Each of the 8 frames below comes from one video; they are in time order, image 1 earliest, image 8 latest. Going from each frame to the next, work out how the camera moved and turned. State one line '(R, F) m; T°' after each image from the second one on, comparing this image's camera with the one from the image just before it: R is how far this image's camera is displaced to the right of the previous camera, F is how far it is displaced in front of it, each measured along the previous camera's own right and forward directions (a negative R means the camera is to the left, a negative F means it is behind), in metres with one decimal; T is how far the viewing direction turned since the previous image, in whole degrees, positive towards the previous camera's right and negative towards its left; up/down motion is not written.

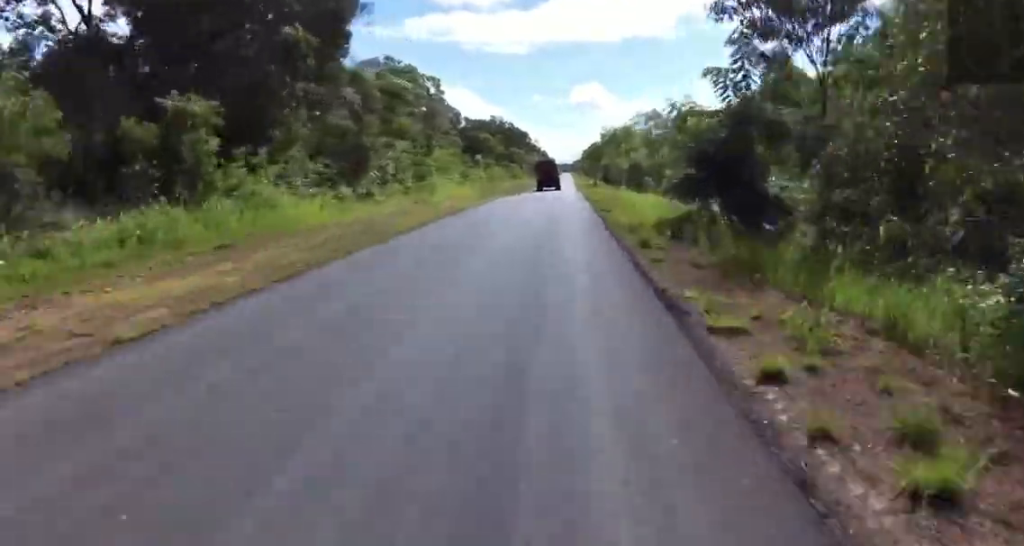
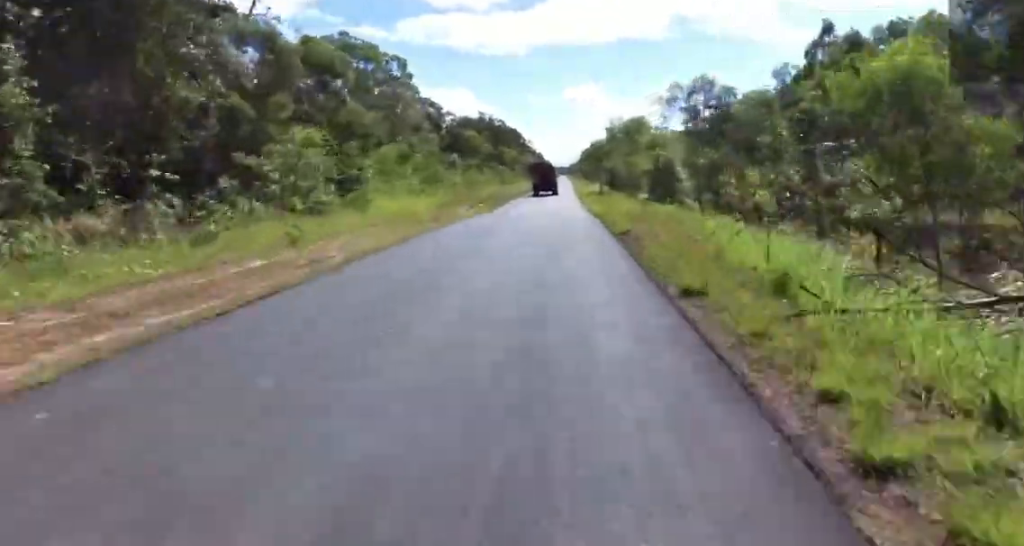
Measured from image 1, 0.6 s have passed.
(-0.4, +15.5) m; +2°
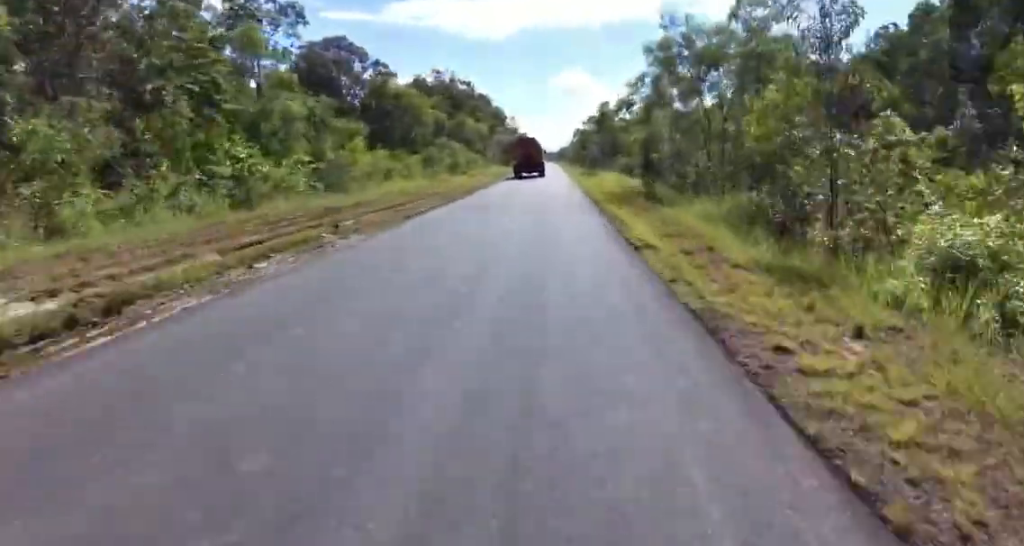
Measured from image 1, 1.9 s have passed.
(+1.6, +35.5) m; +1°
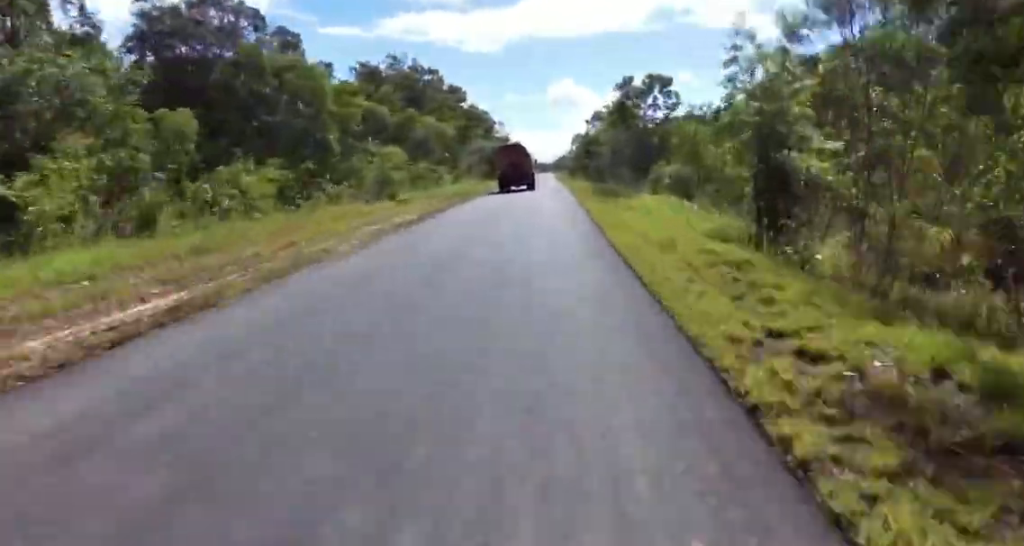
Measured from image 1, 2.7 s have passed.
(-0.6, +22.7) m; -2°
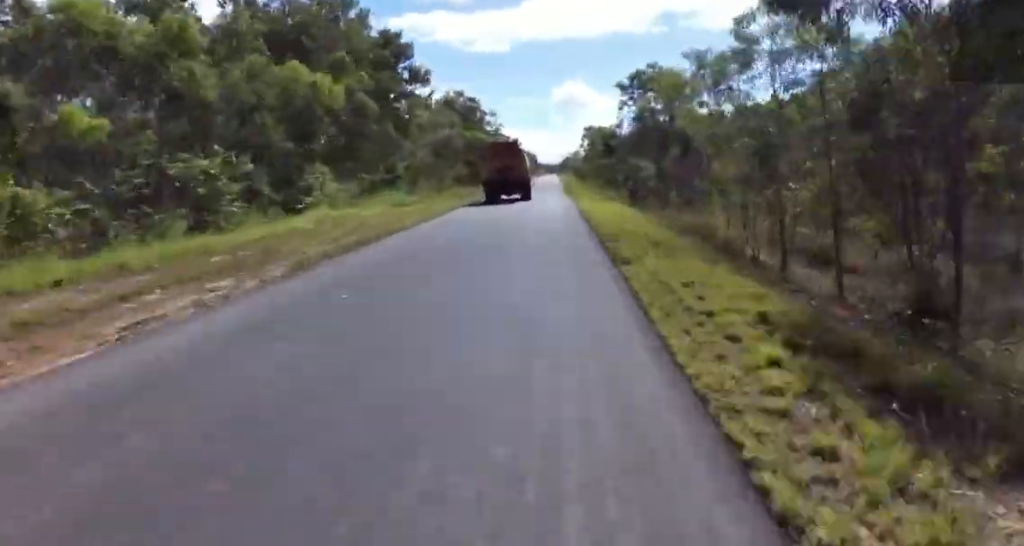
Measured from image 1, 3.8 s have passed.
(0.0, +29.7) m; 0°
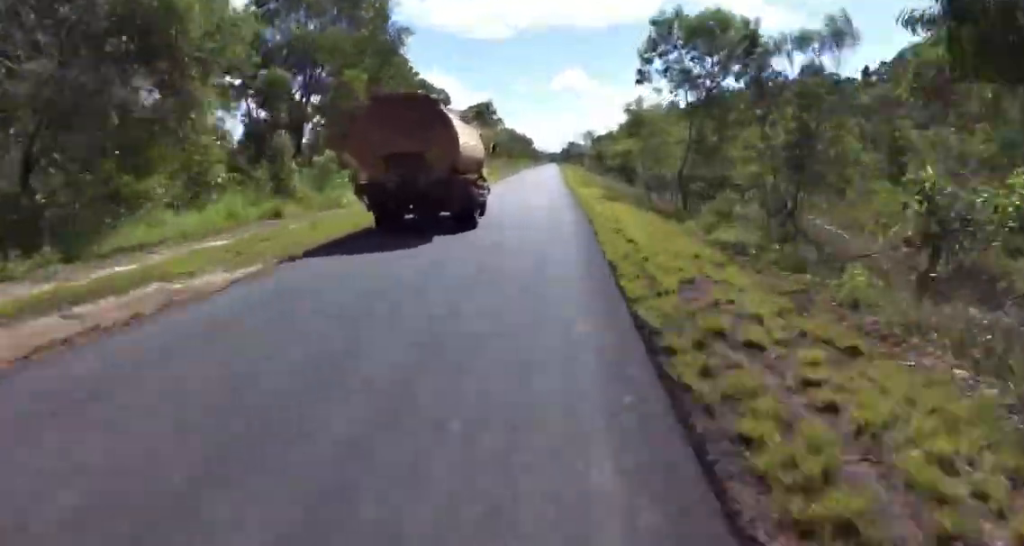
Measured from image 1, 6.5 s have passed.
(0.0, +70.0) m; +1°
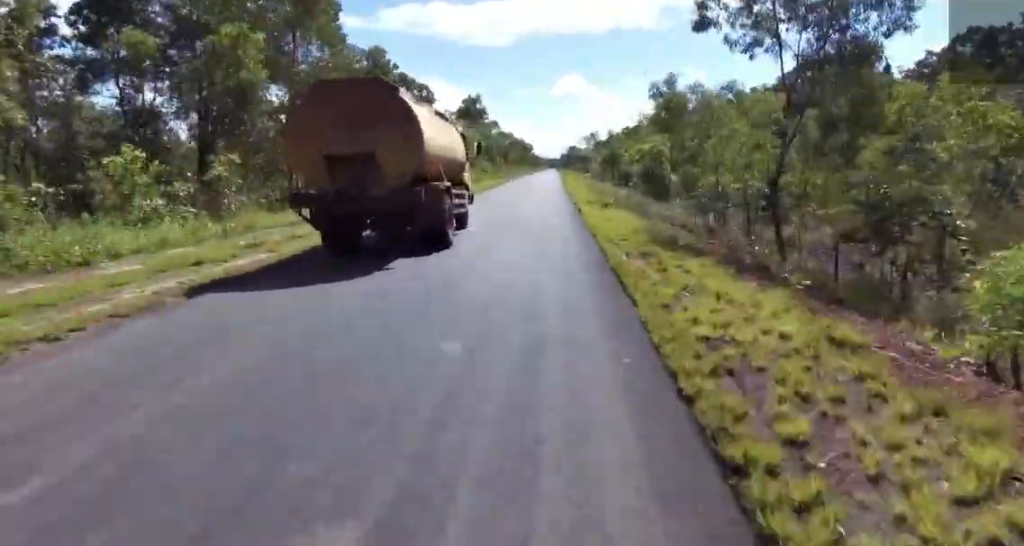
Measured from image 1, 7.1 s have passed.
(+0.2, +13.3) m; 0°
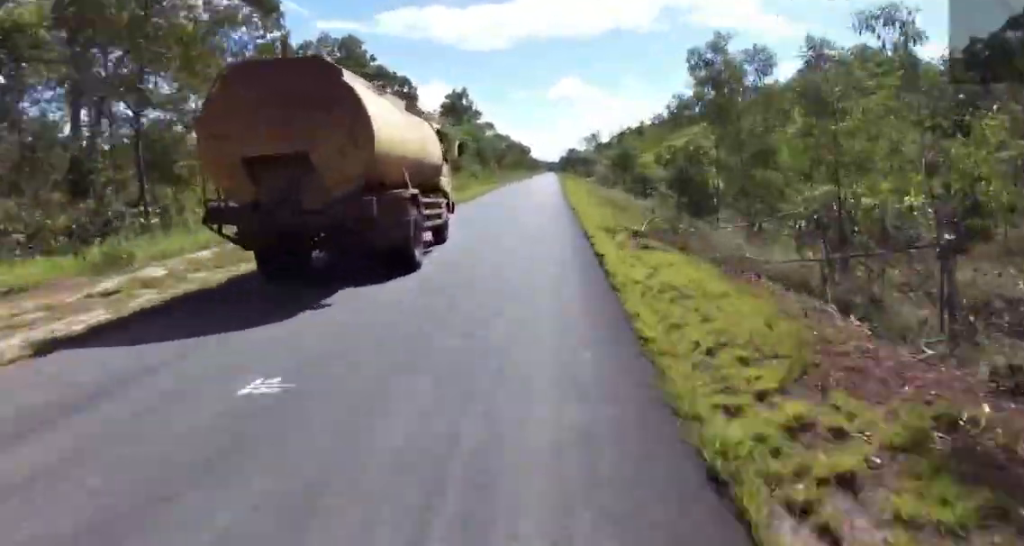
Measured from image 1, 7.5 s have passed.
(+0.2, +9.9) m; 0°
